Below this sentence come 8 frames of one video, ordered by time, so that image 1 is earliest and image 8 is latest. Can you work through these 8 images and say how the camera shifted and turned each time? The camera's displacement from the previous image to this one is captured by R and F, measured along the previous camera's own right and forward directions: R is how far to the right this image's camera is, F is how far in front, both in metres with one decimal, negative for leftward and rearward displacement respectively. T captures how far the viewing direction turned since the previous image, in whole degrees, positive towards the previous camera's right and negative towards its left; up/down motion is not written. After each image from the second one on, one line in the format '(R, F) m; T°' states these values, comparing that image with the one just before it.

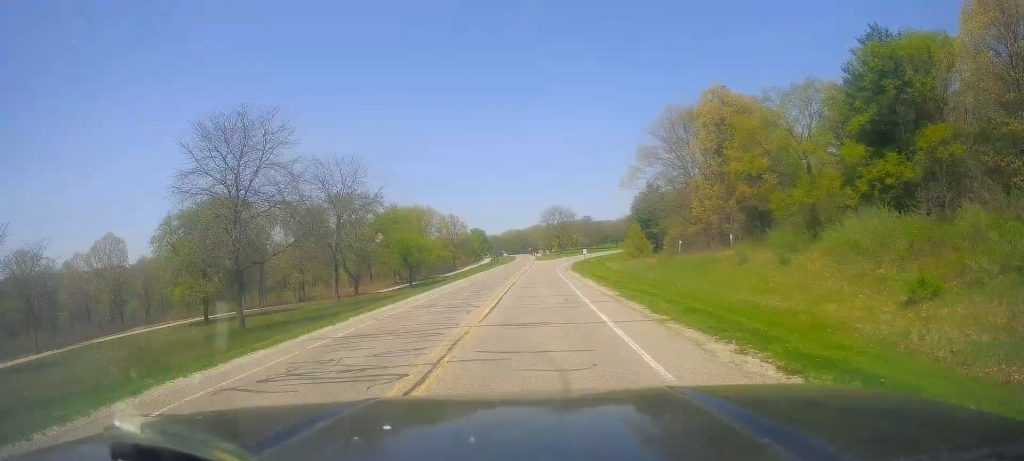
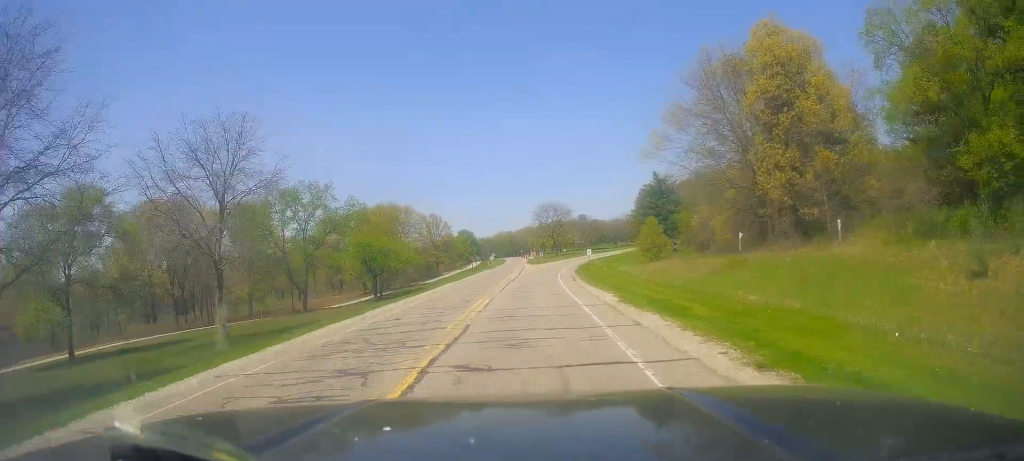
(0.0, +21.1) m; +1°
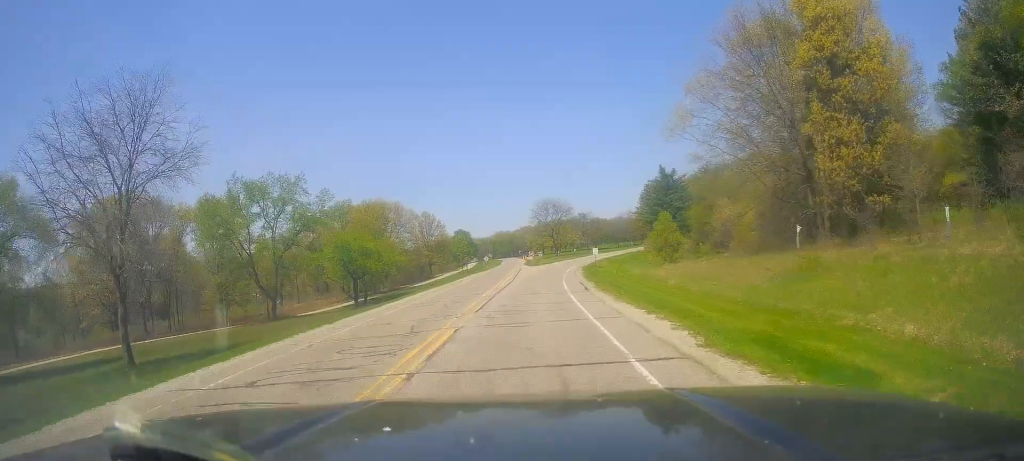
(0.0, +10.2) m; +1°
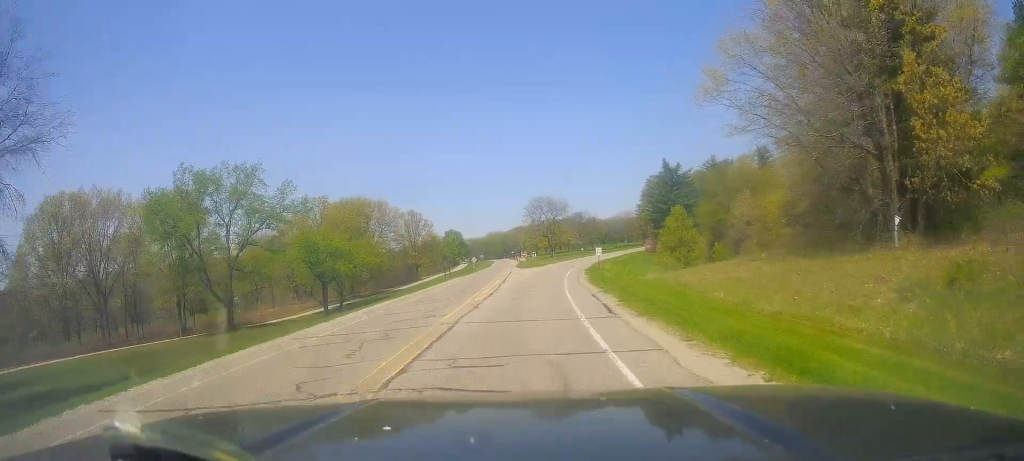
(+0.2, +10.7) m; 0°
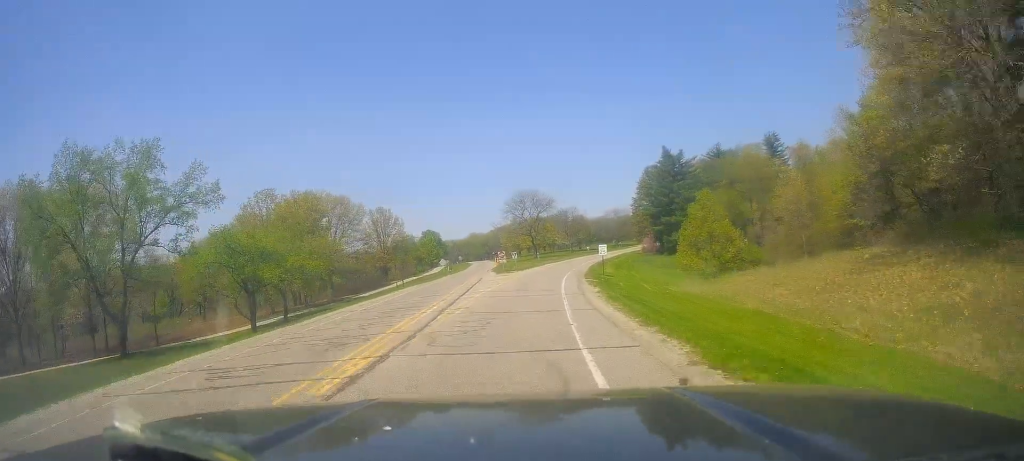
(-0.1, +17.1) m; -1°
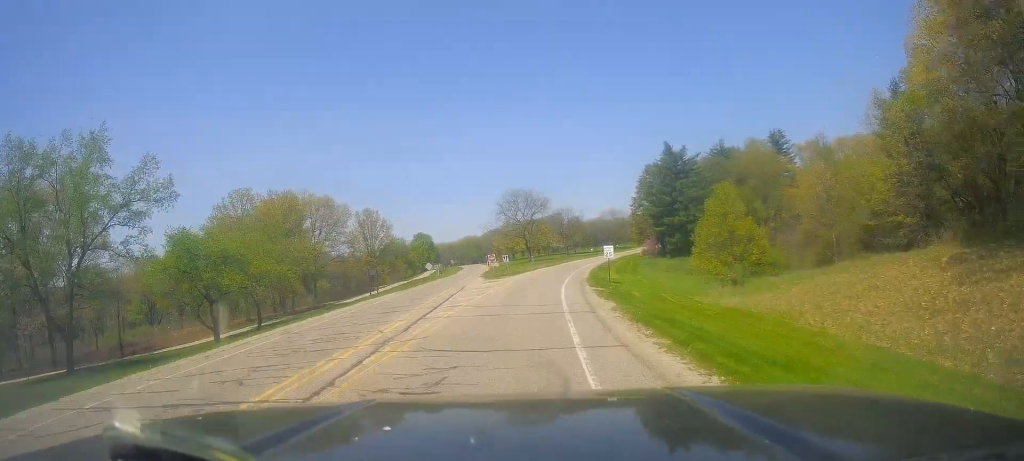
(-0.1, +6.8) m; 0°
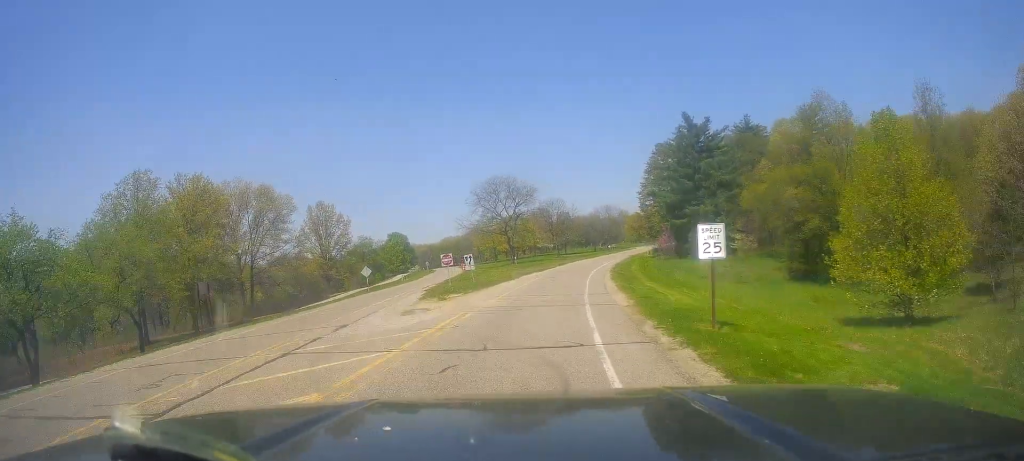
(+1.0, +23.6) m; +5°
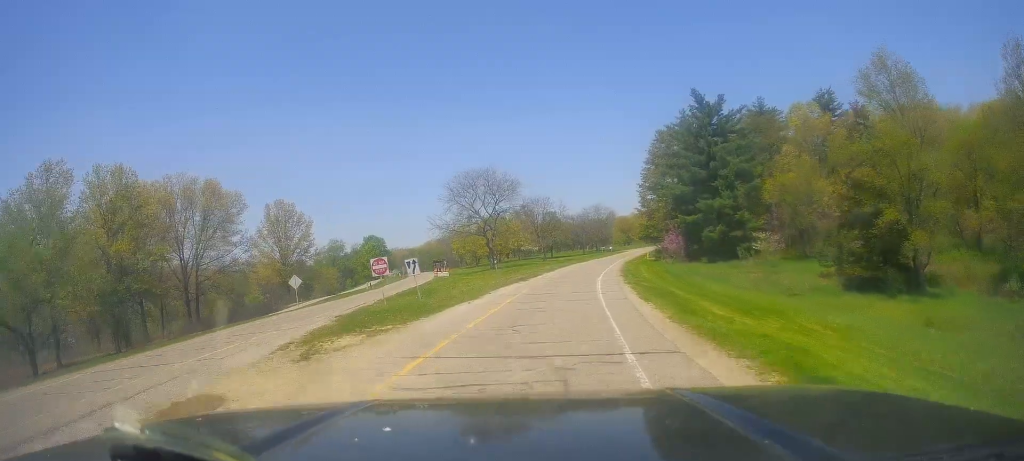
(+0.2, +13.8) m; +1°
